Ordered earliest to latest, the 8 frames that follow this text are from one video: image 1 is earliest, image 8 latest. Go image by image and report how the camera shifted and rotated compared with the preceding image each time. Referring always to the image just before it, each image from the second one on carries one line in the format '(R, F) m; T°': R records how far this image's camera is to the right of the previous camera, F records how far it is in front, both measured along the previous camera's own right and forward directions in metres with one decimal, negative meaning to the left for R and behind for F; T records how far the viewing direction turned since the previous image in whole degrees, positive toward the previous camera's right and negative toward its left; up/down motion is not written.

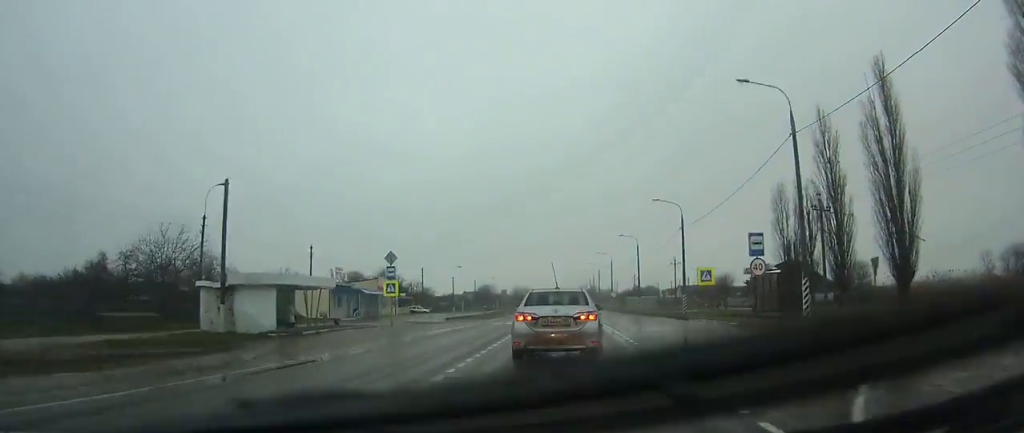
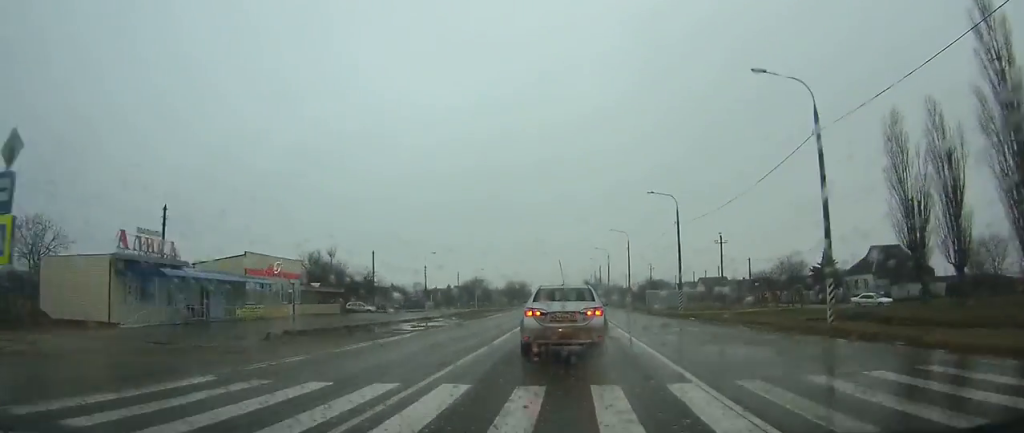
(0.0, +29.6) m; 0°
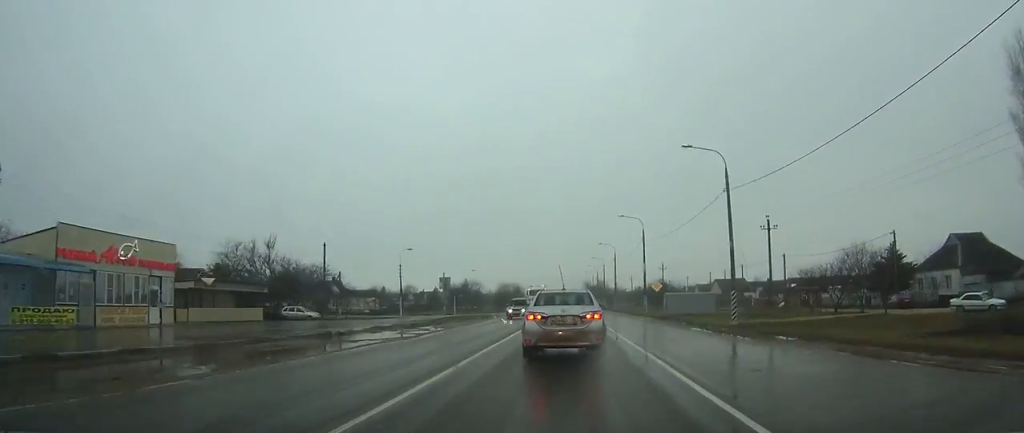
(0.0, +17.4) m; 0°
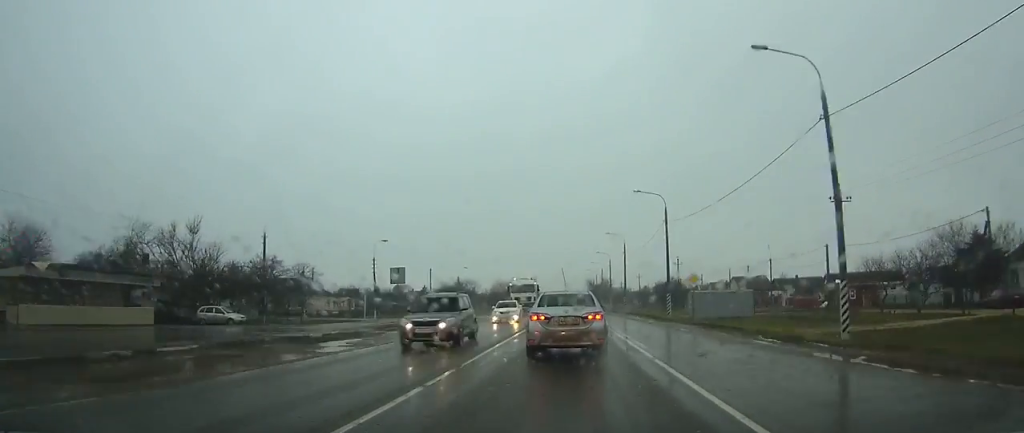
(0.0, +14.5) m; 0°
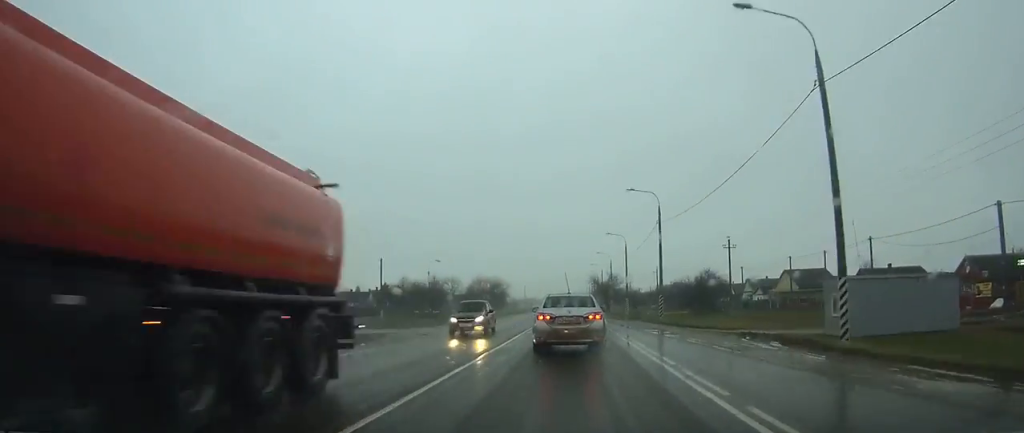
(+0.1, +32.6) m; 0°
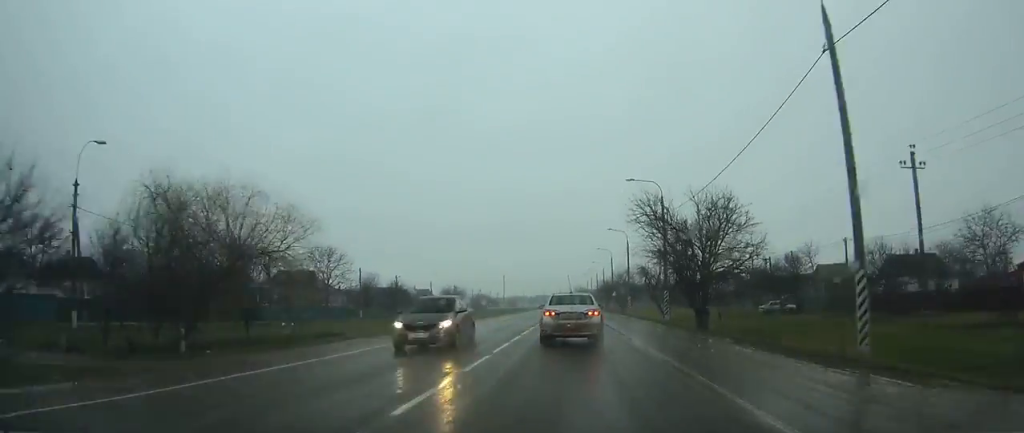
(0.0, +93.8) m; 0°
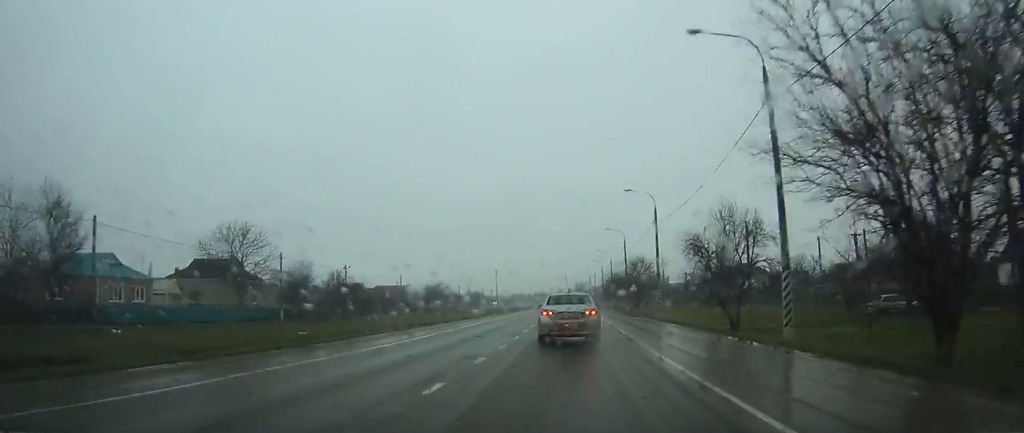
(0.0, +25.1) m; 0°
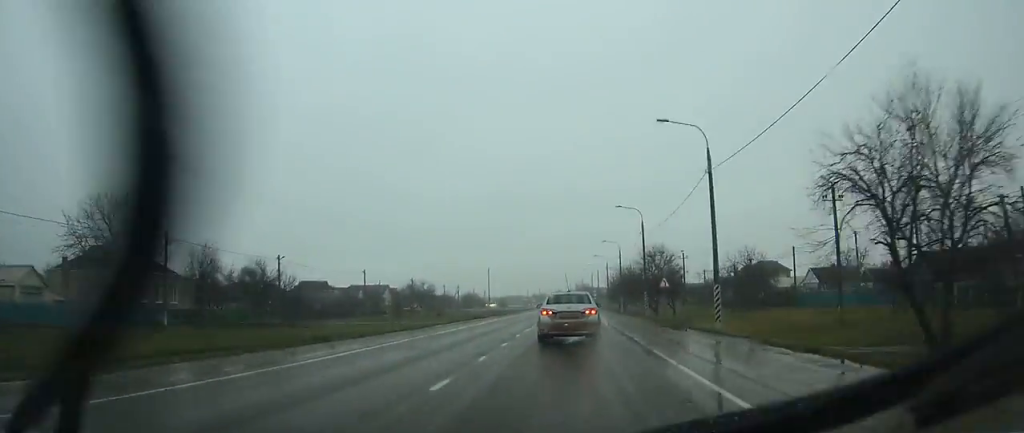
(0.0, +19.7) m; 0°
